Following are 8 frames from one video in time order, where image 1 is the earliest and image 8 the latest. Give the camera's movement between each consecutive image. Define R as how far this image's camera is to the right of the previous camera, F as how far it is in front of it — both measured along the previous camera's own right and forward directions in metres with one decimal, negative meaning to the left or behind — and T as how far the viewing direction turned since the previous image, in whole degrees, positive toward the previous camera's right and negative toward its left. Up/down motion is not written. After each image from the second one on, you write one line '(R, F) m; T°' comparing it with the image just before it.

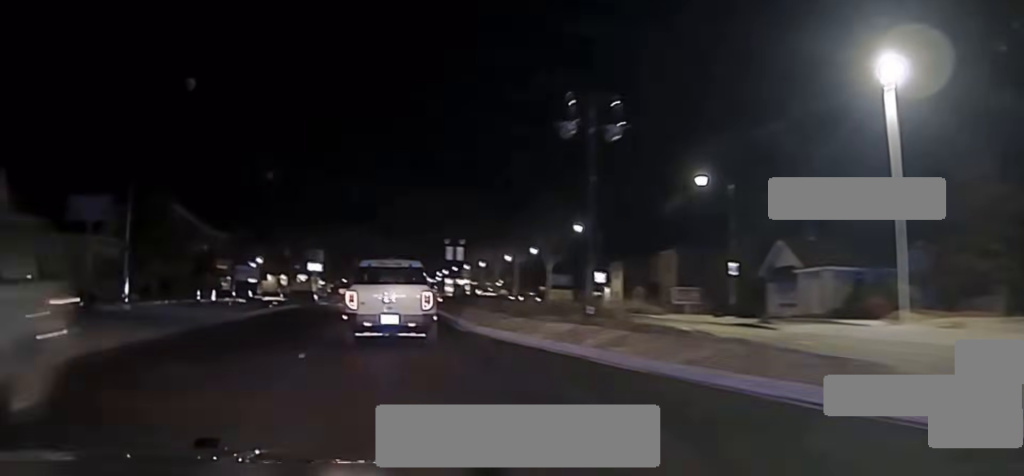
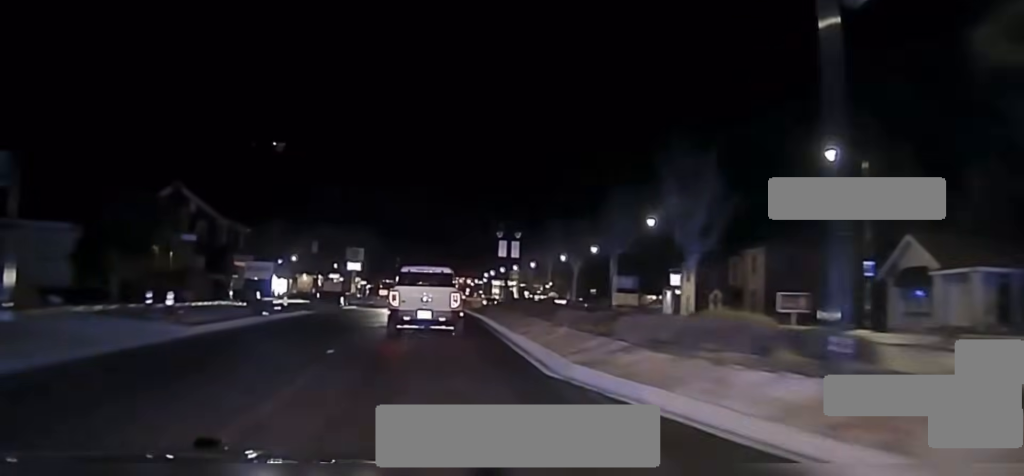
(-1.0, +10.7) m; -2°
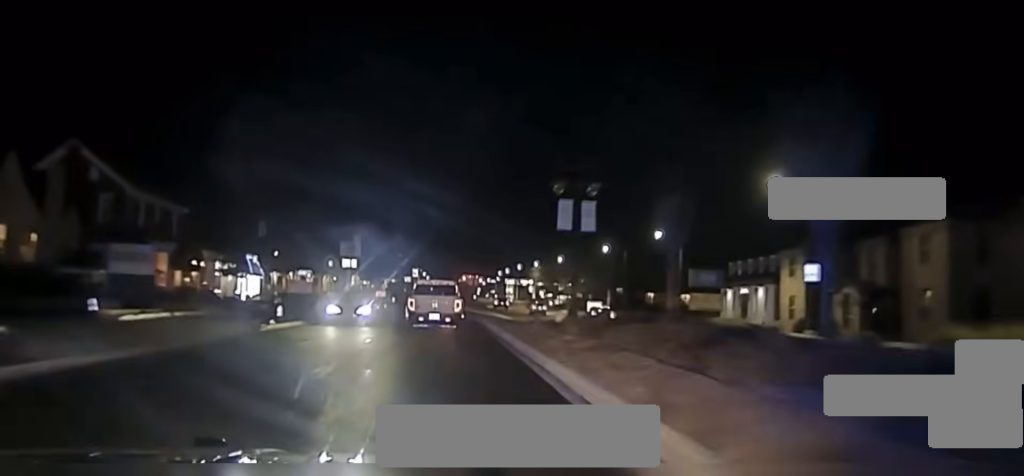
(+0.3, +25.2) m; 0°
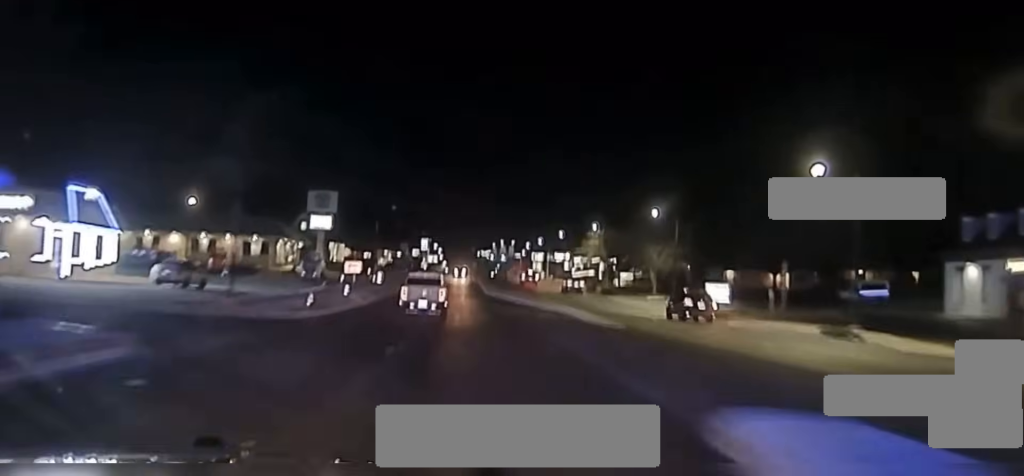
(-0.8, +50.8) m; 0°
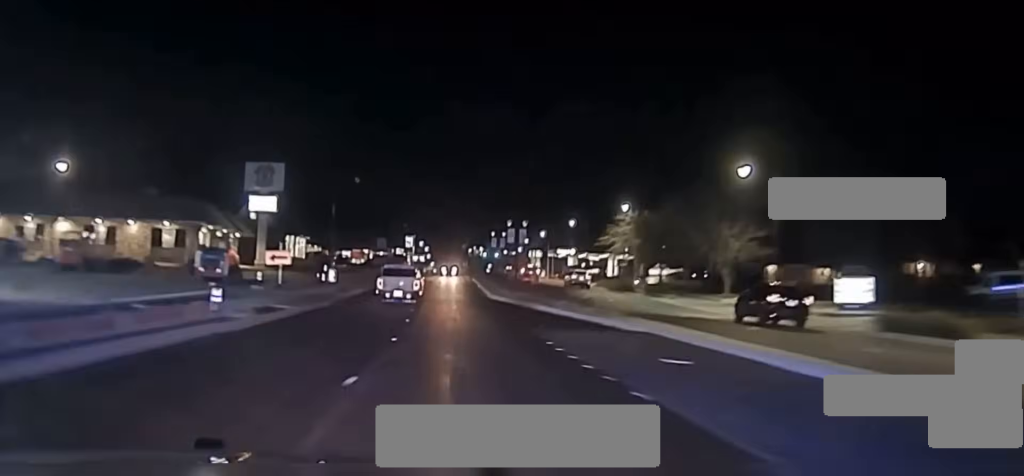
(+0.3, +26.3) m; 0°
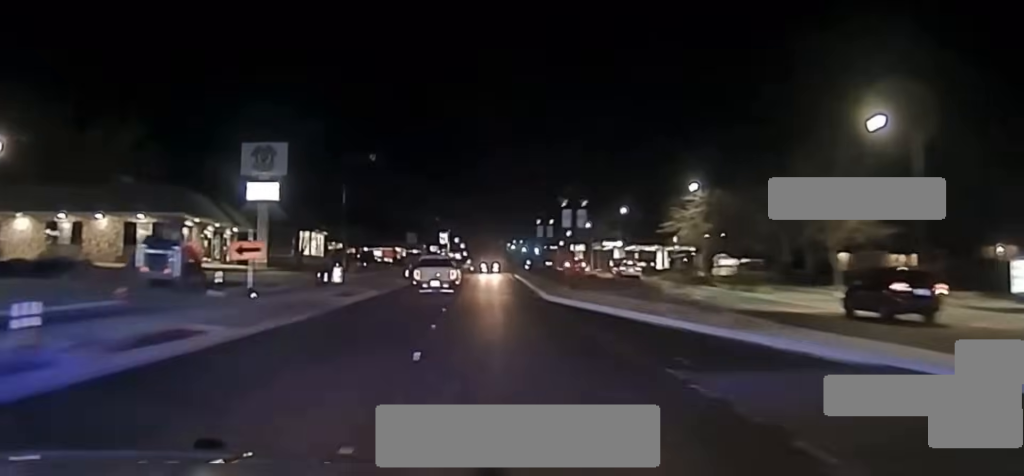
(-0.1, +12.4) m; 0°
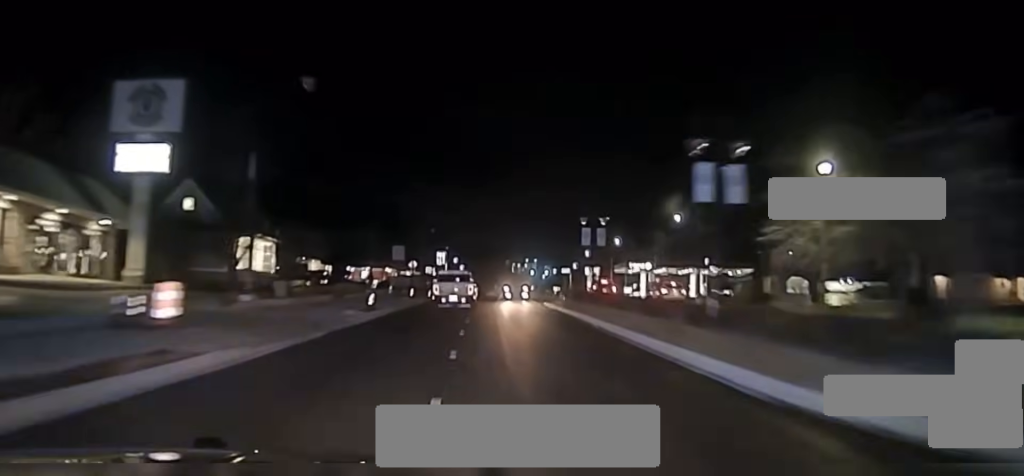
(-0.2, +25.9) m; 0°
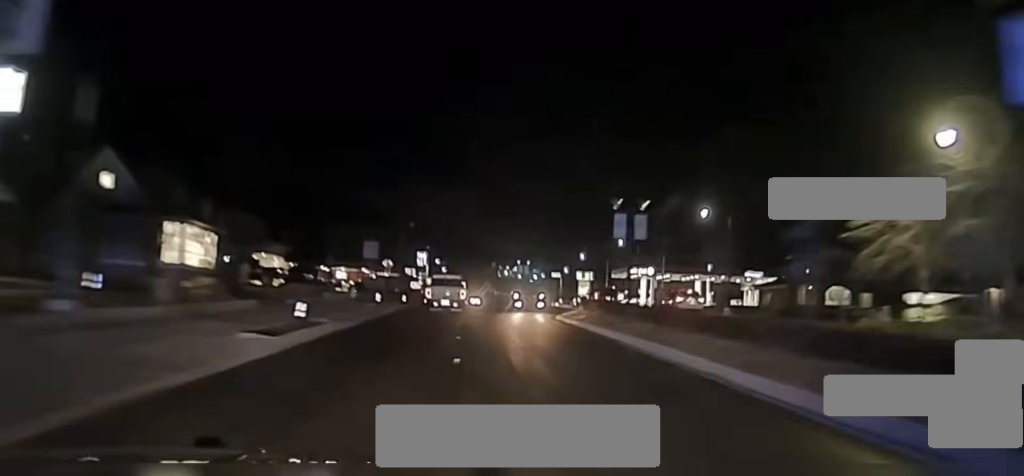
(0.0, +12.7) m; 0°
